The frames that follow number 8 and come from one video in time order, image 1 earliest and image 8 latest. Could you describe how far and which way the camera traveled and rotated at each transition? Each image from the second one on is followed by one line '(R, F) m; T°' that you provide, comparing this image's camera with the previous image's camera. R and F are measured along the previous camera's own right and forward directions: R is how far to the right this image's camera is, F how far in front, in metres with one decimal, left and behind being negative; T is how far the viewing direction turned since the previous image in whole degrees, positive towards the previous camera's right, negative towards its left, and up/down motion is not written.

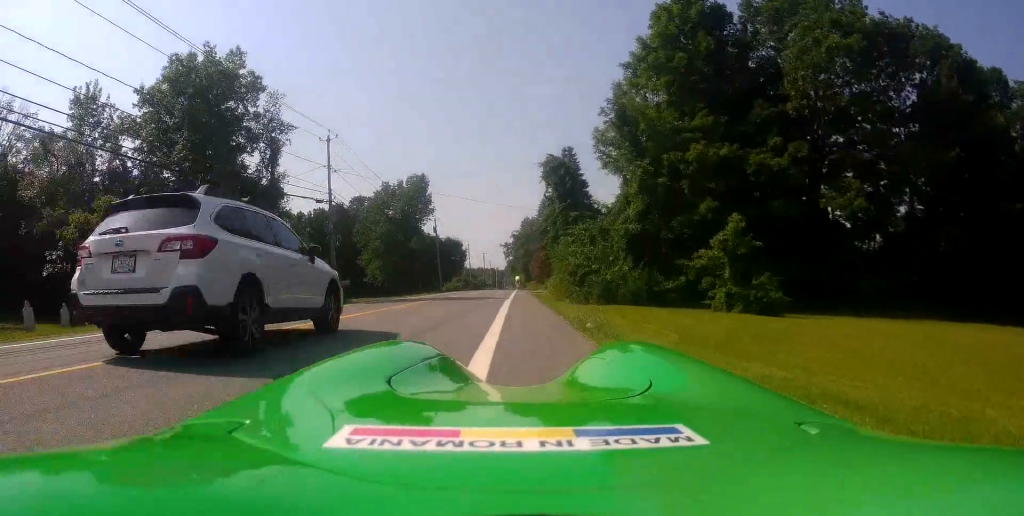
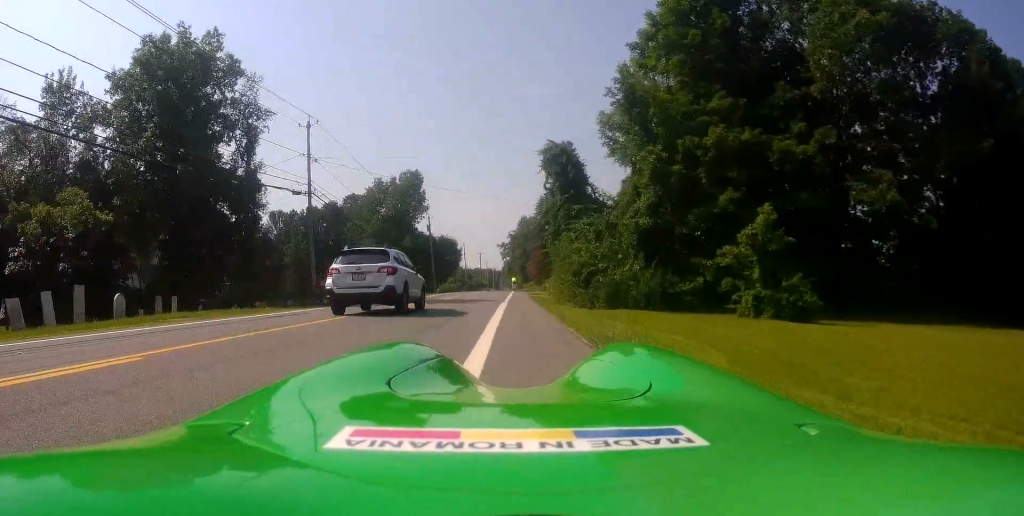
(0.0, +3.1) m; +2°
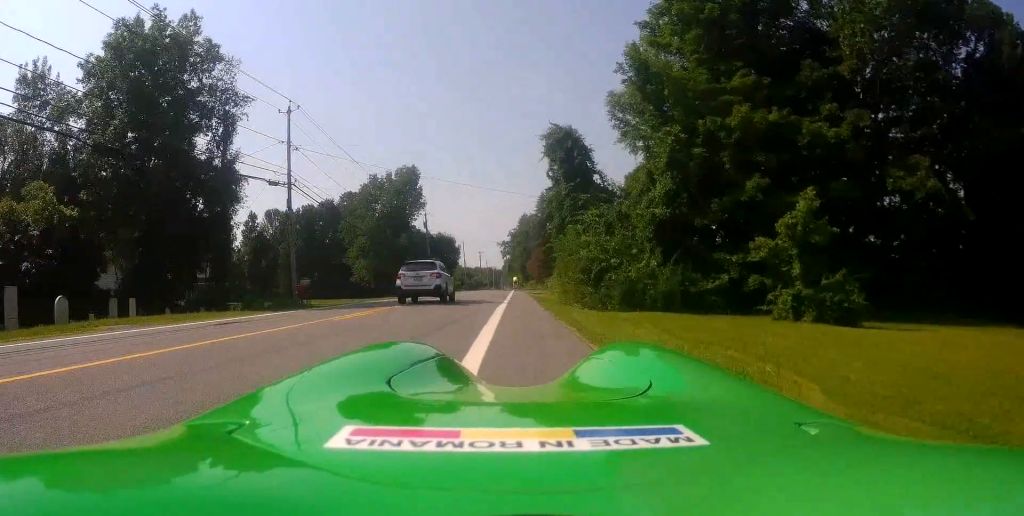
(+0.1, +3.0) m; -2°
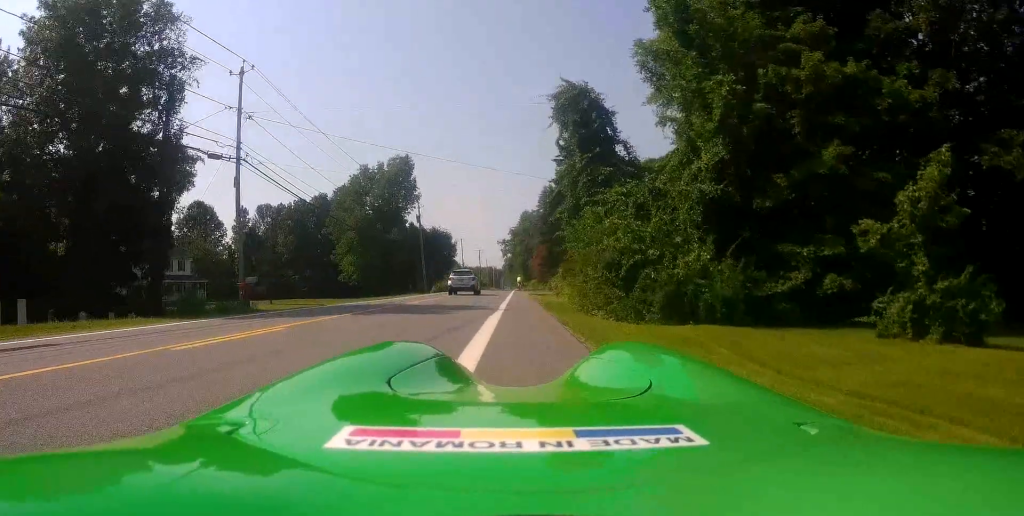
(-0.2, +5.8) m; -2°
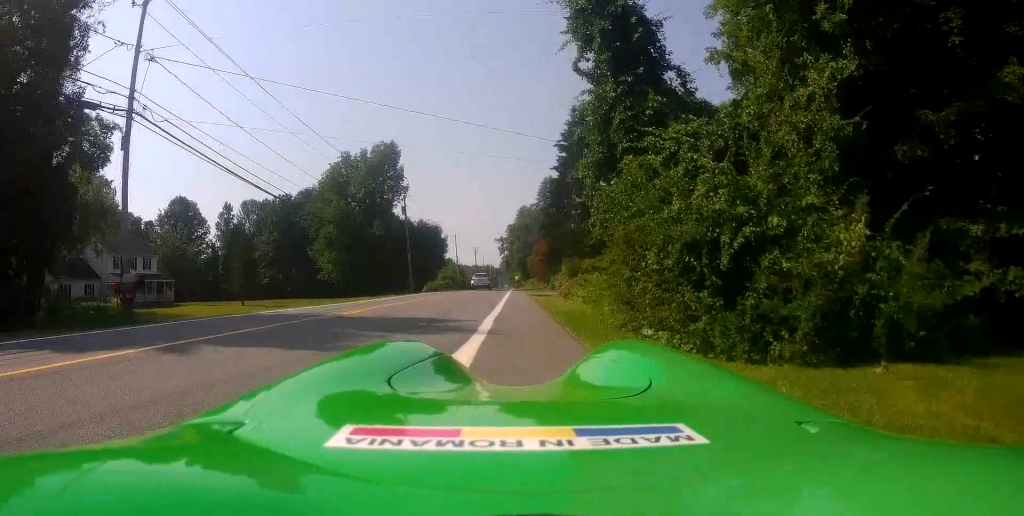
(+0.2, +7.4) m; +4°
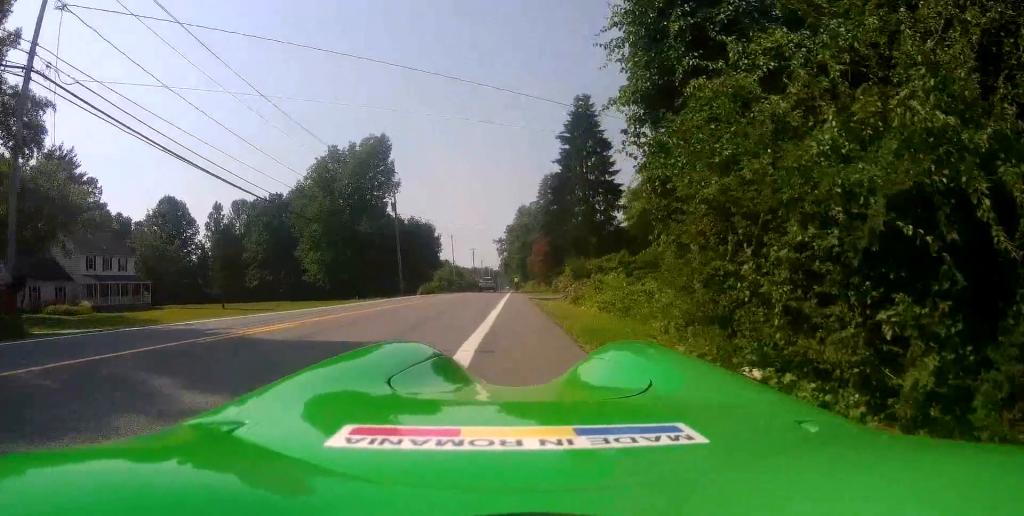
(0.0, +4.7) m; -1°
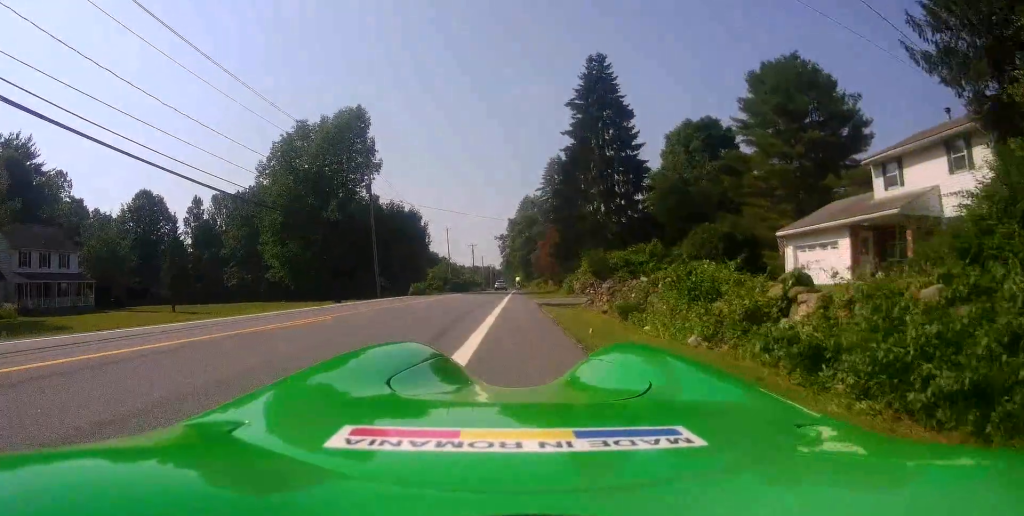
(-0.3, +10.9) m; -1°
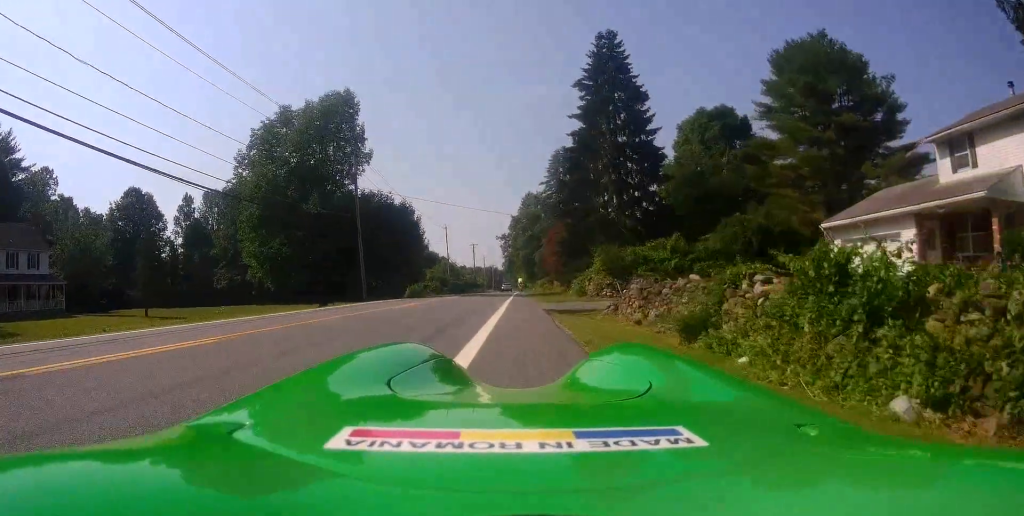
(0.0, +4.7) m; +2°
